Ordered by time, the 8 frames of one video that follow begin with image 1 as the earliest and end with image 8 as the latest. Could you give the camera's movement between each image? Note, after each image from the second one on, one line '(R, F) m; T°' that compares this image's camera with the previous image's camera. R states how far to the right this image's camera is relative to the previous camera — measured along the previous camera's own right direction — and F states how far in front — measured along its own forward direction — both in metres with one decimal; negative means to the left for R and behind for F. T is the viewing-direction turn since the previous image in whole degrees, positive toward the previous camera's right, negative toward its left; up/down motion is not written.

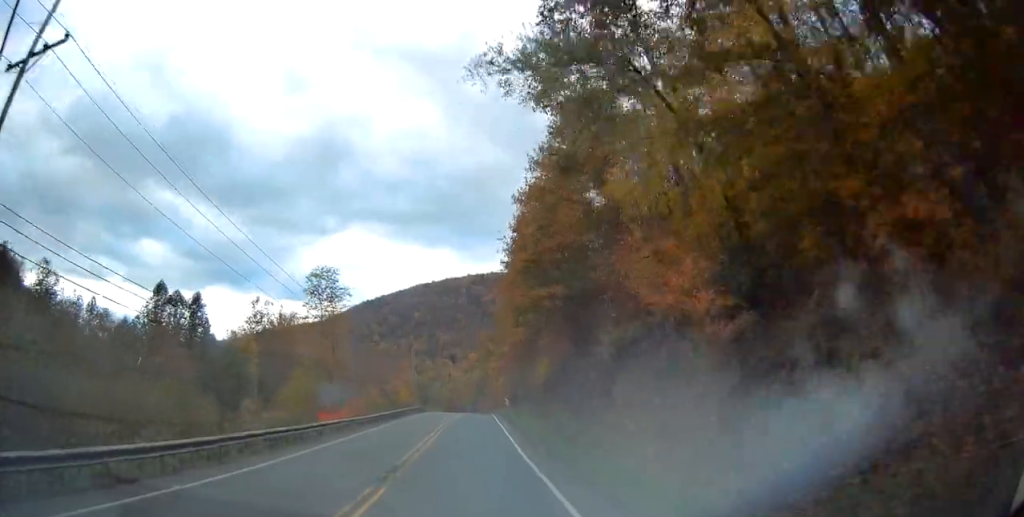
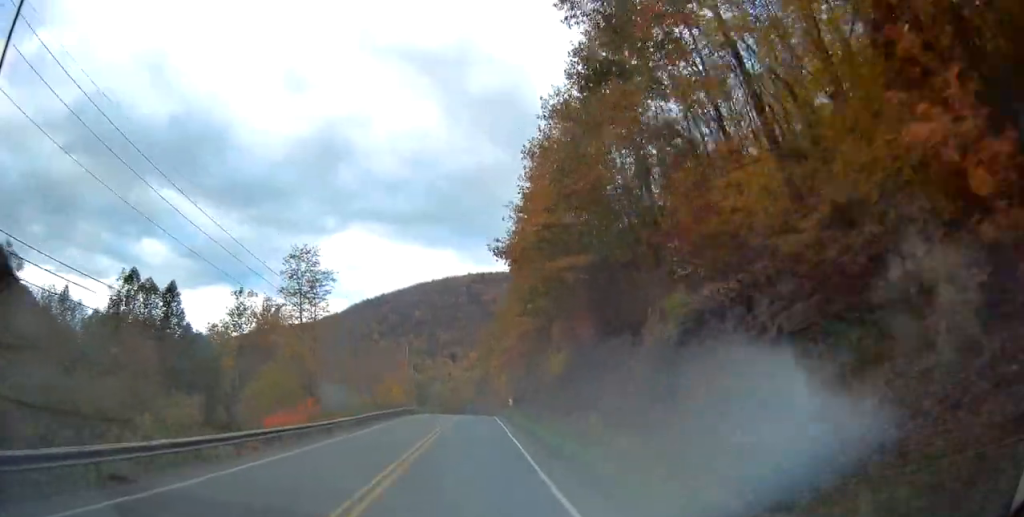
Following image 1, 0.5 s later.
(+0.1, +10.8) m; +1°
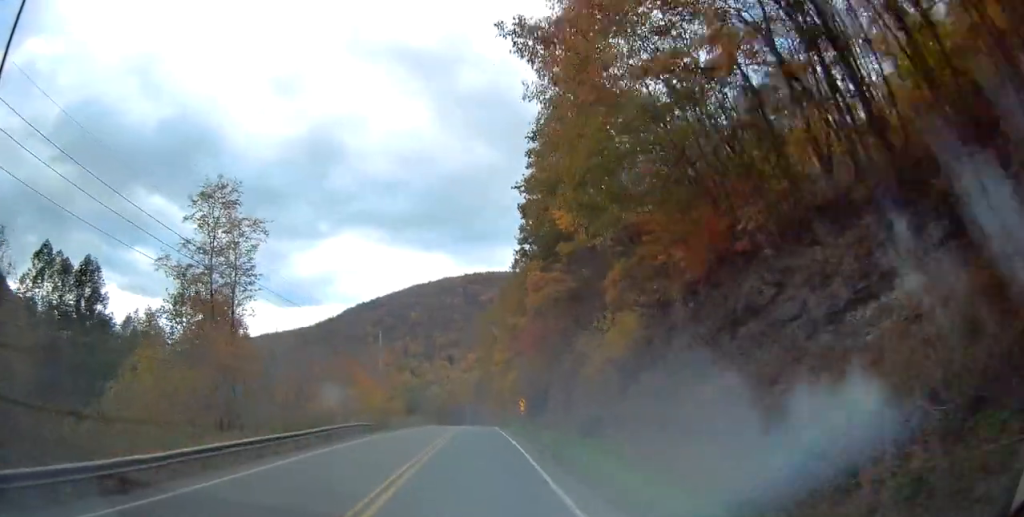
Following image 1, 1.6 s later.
(+0.4, +25.4) m; +2°
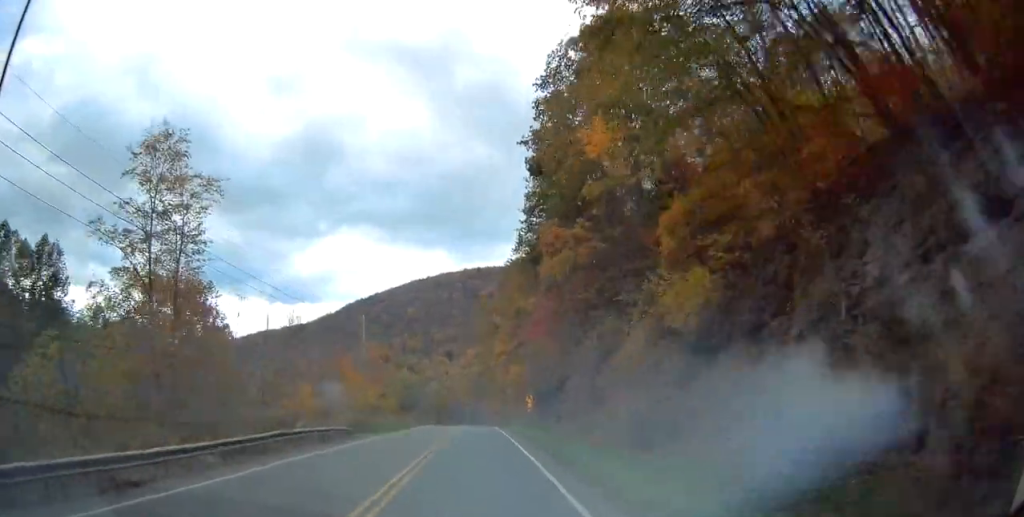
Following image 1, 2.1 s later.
(+0.1, +10.2) m; 0°
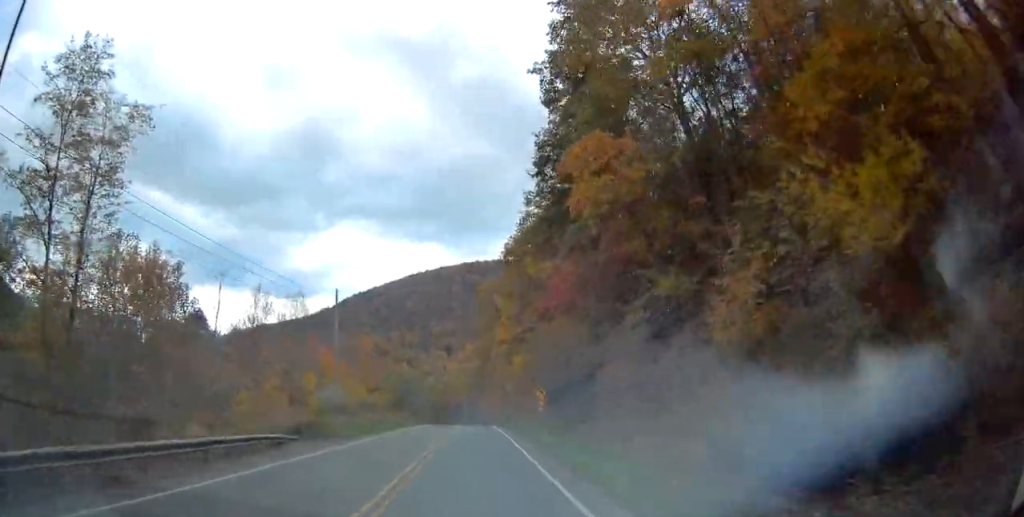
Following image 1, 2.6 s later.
(+0.1, +11.6) m; 0°
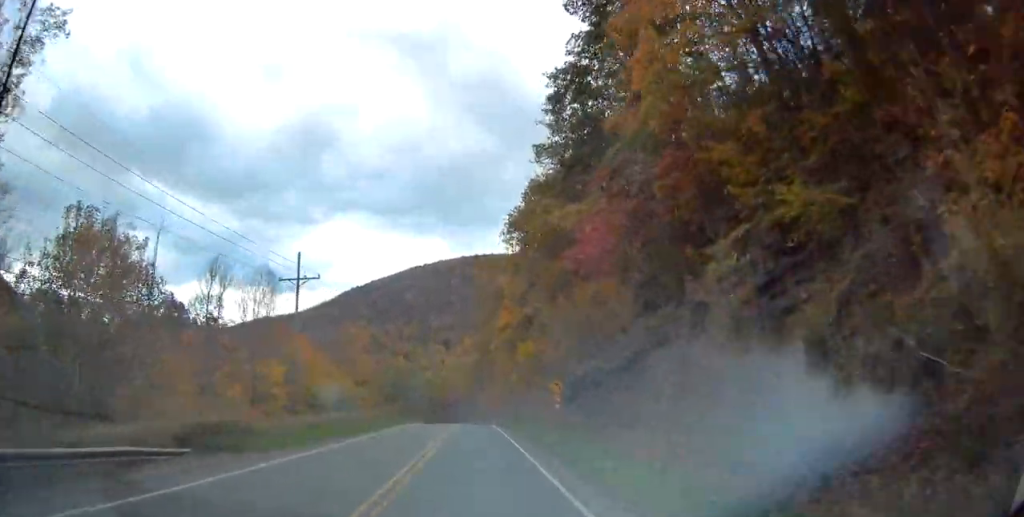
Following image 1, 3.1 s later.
(0.0, +10.5) m; 0°
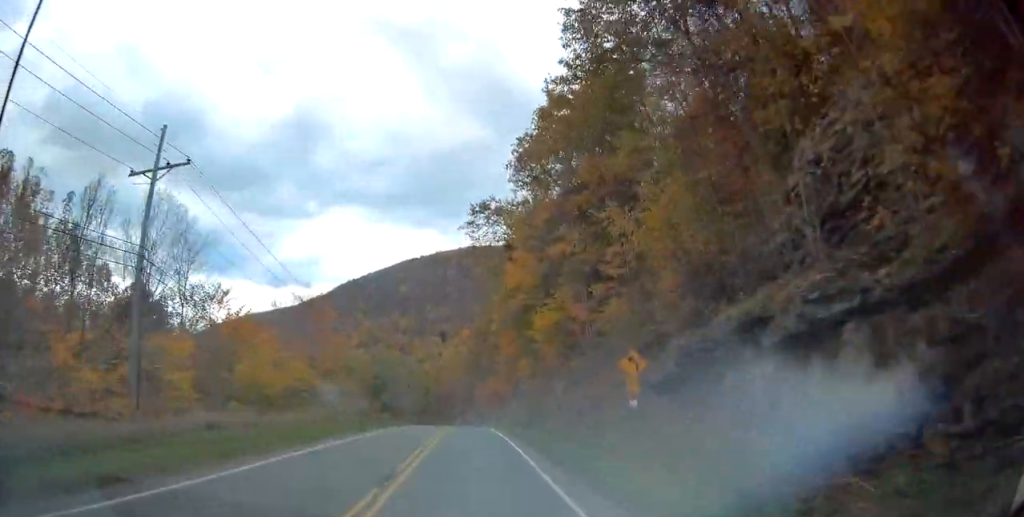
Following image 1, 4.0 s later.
(+0.1, +18.7) m; 0°
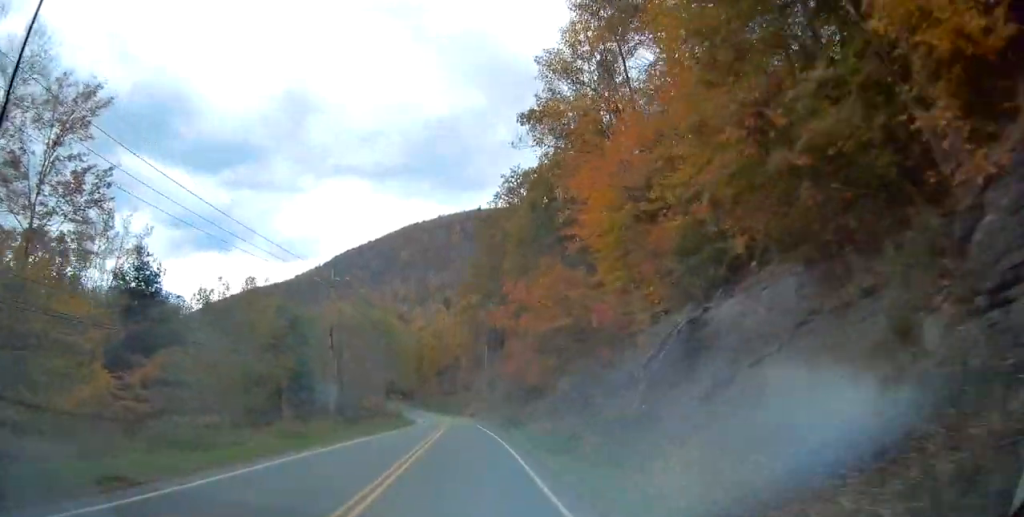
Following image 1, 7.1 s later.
(-1.5, +63.7) m; -2°
